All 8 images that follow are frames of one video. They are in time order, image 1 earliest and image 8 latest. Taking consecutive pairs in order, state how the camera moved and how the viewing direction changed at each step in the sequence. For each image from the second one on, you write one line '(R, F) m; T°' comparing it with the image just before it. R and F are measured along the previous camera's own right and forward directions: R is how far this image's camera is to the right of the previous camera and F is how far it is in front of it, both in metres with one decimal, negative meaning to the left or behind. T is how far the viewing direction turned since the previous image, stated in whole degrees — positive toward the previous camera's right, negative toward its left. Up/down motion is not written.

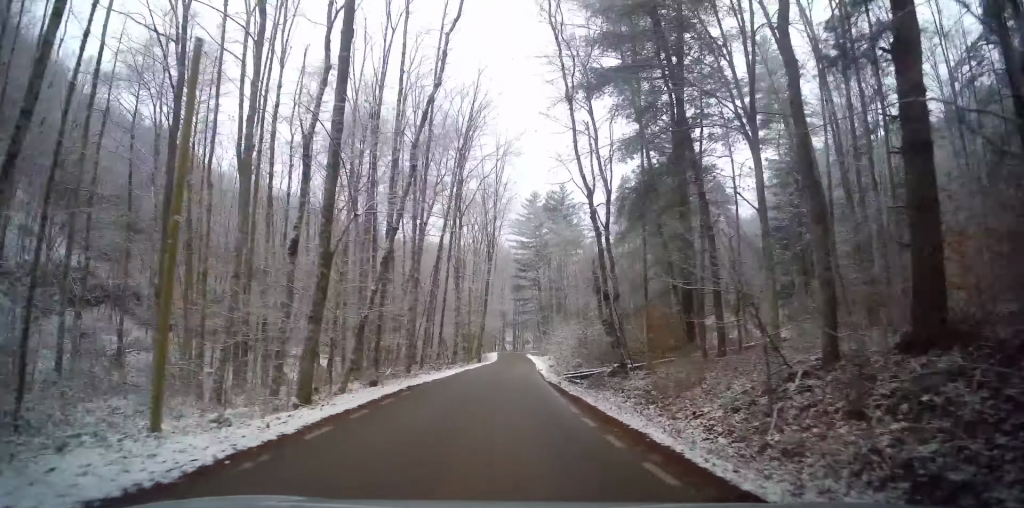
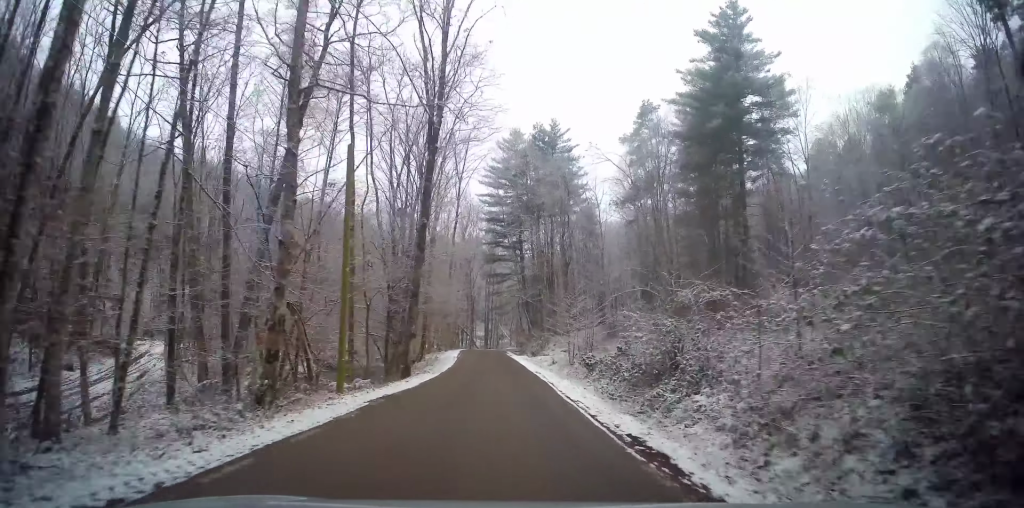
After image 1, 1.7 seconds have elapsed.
(+0.6, +29.9) m; +3°
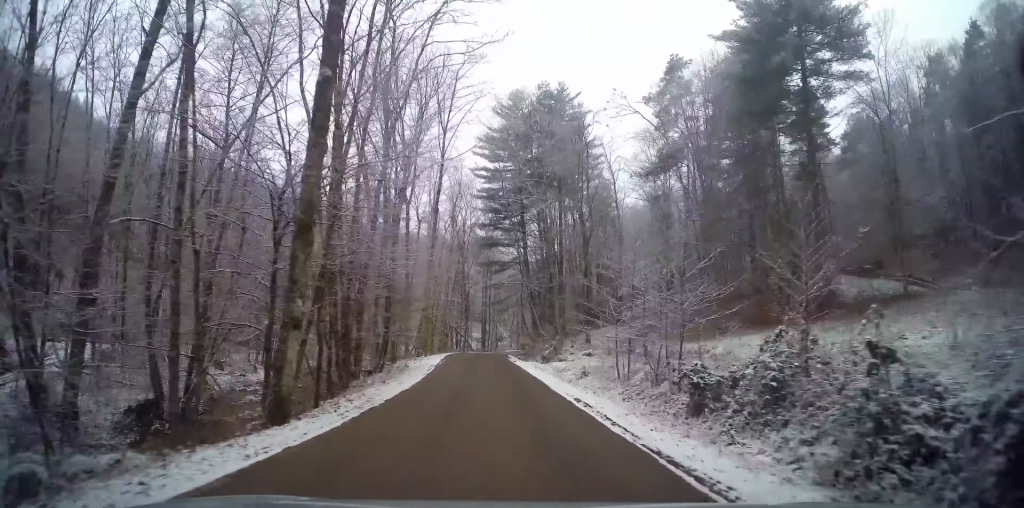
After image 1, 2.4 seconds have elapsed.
(+0.1, +12.6) m; +1°
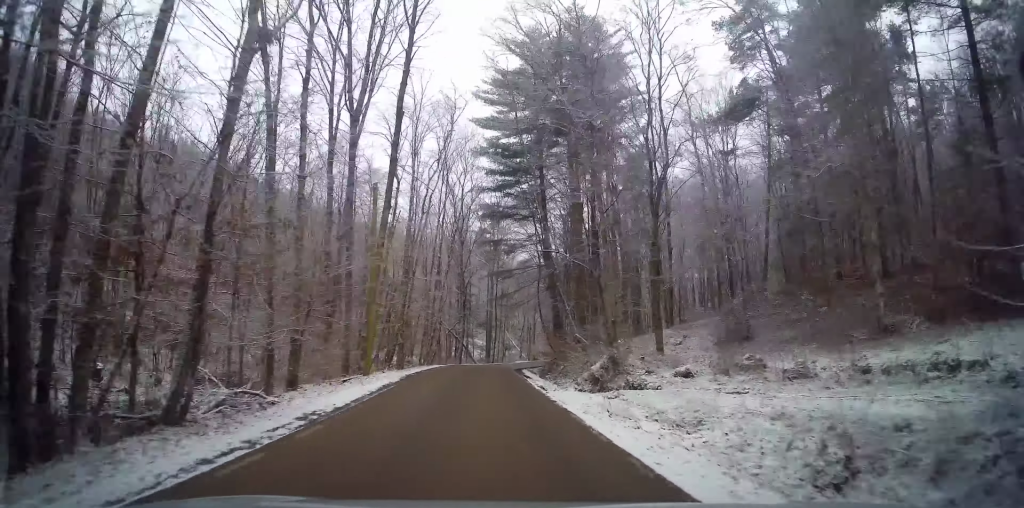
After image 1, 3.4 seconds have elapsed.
(+0.1, +17.1) m; 0°
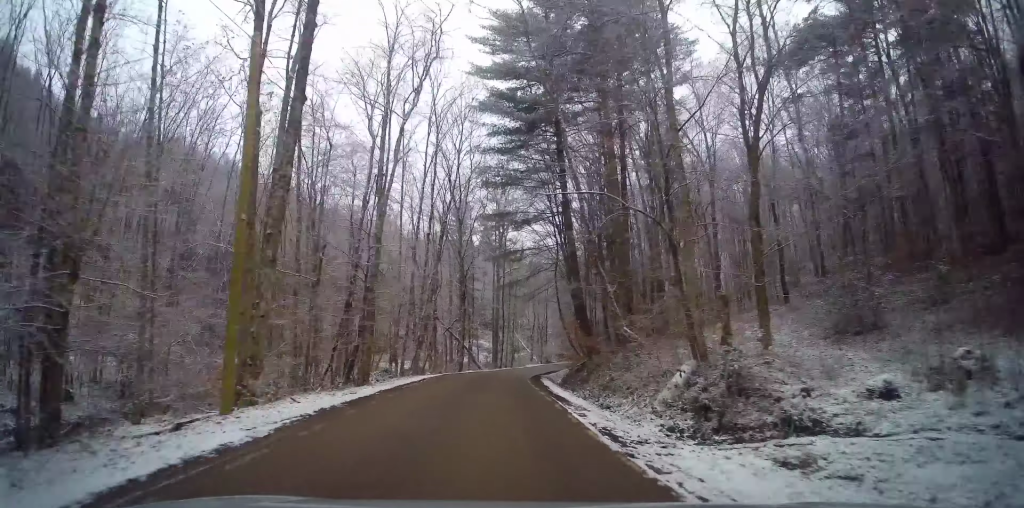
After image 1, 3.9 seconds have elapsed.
(0.0, +9.8) m; 0°
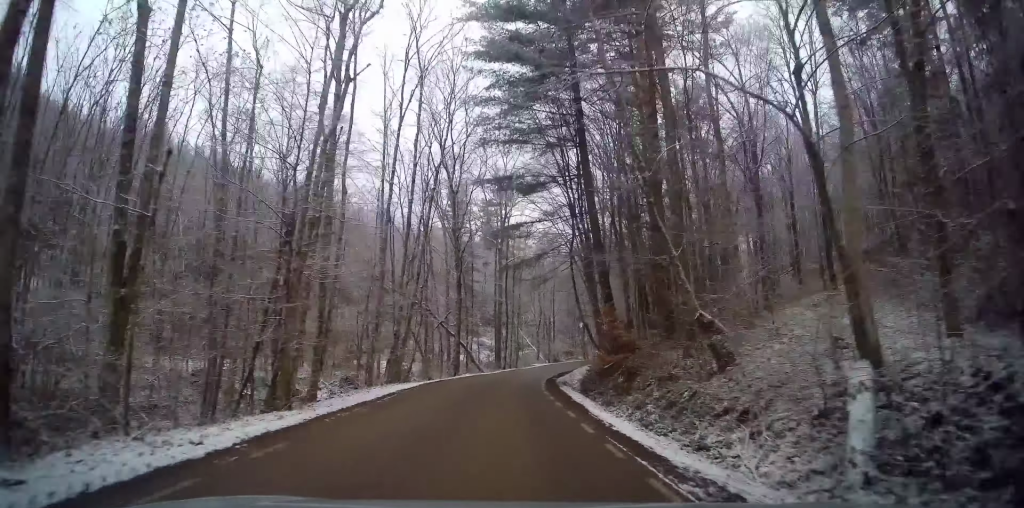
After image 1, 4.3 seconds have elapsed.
(0.0, +7.4) m; +1°
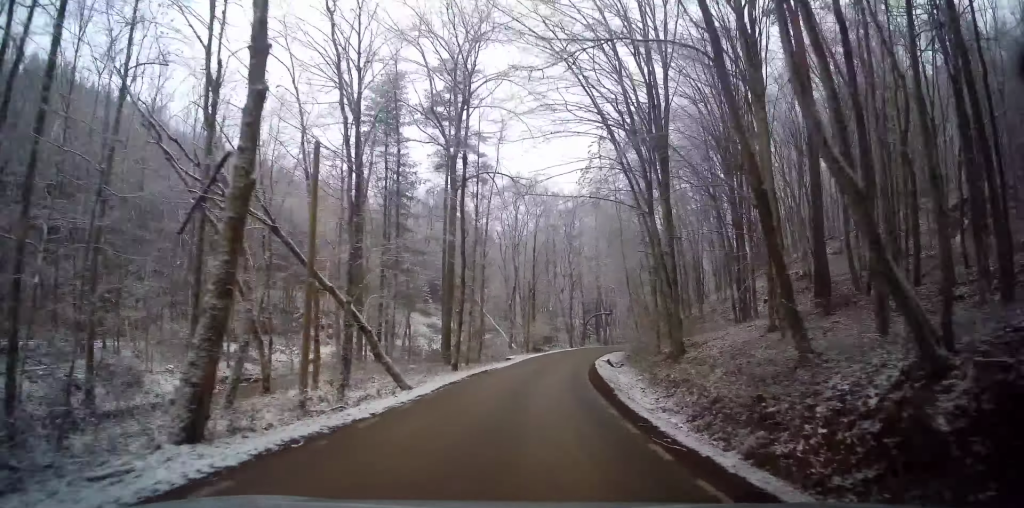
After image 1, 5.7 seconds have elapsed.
(+0.5, +26.4) m; +6°
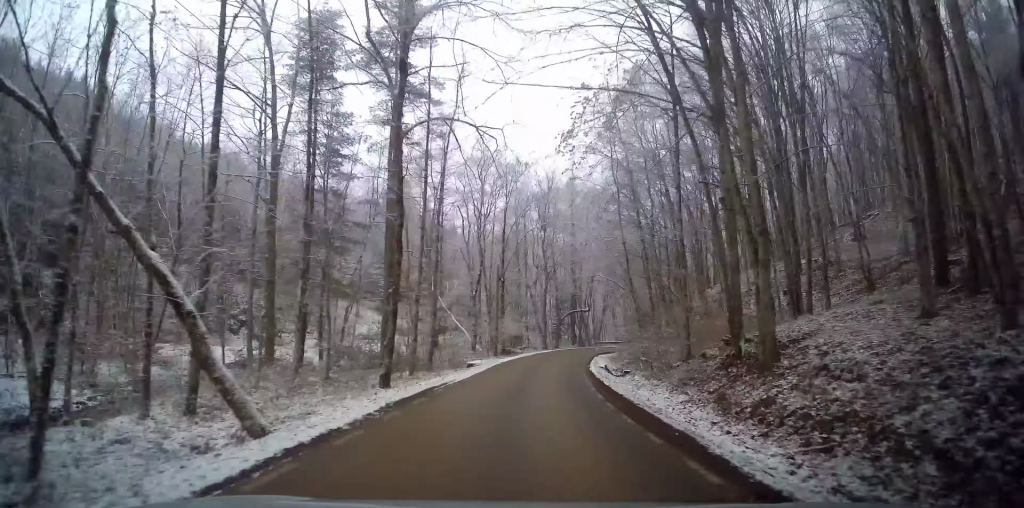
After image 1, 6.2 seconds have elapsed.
(+0.6, +9.2) m; +3°
